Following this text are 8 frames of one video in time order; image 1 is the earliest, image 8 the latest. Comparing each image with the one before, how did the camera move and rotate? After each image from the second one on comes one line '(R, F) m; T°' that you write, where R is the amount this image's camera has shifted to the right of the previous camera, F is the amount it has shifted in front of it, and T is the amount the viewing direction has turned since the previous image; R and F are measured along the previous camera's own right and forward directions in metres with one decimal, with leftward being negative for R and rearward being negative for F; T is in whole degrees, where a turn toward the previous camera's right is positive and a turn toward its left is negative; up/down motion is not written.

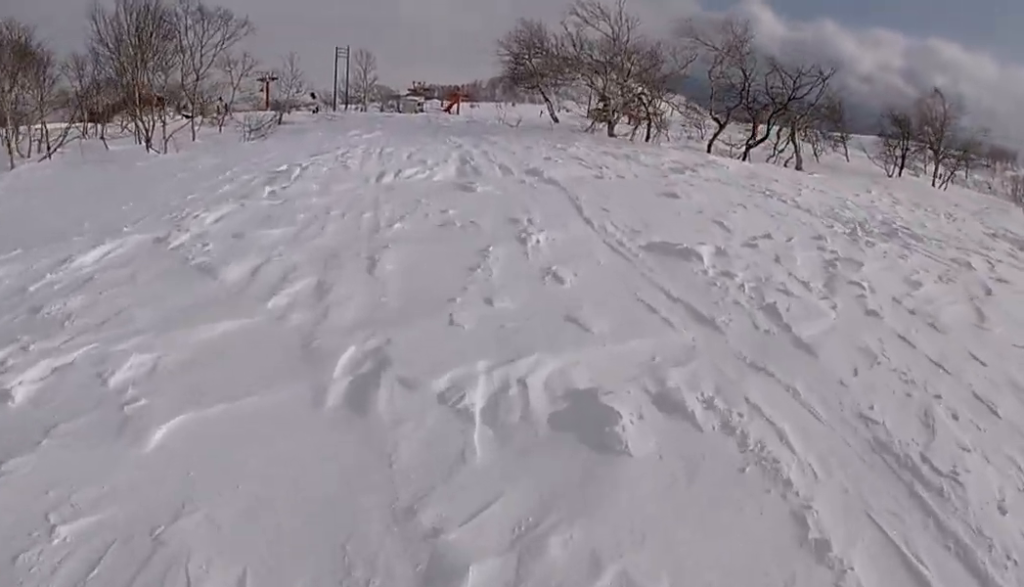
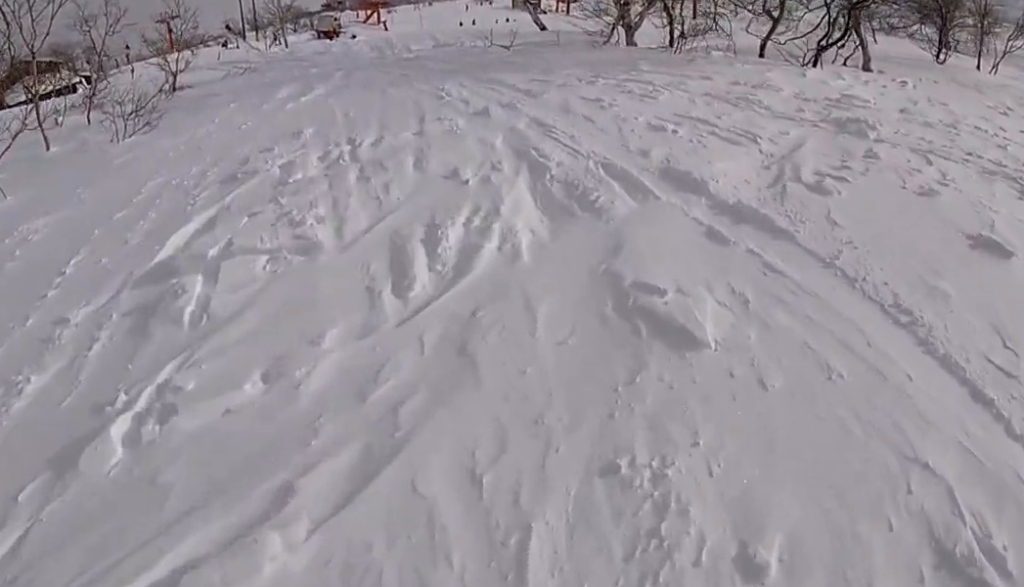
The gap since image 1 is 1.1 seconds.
(+0.5, +6.9) m; -6°
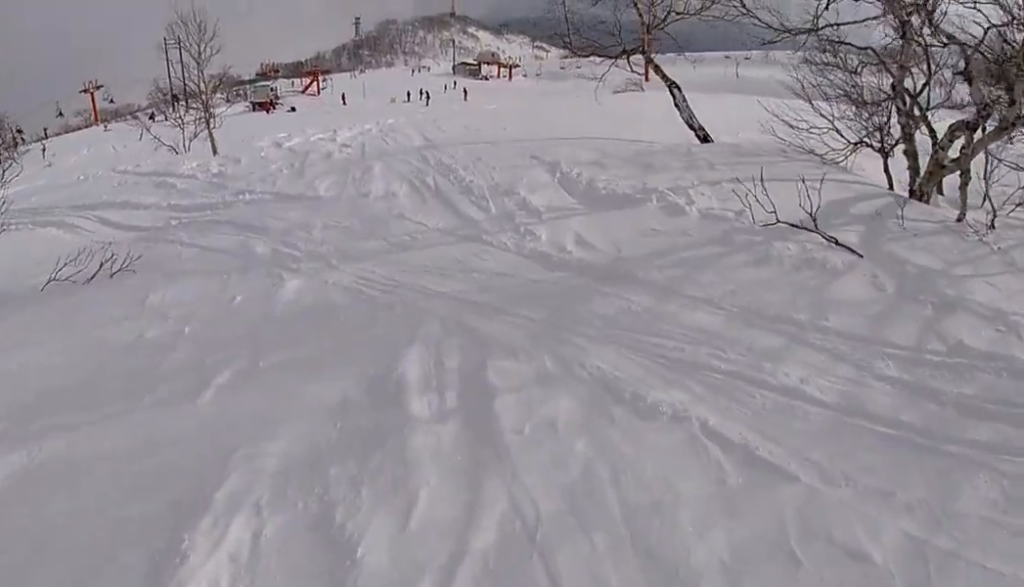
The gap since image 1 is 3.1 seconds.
(-1.8, +11.6) m; -3°
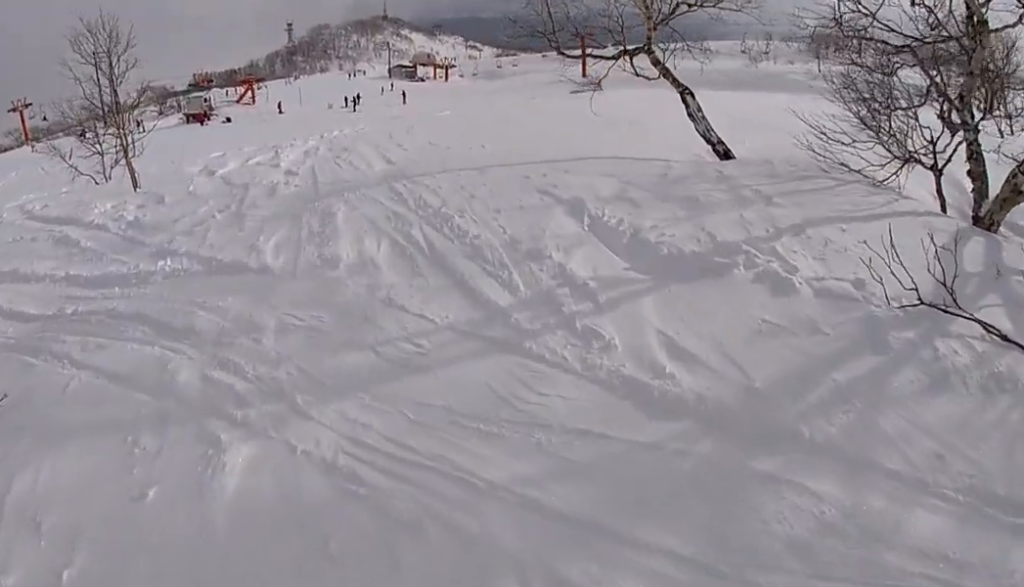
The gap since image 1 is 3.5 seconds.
(+0.1, +2.3) m; +2°
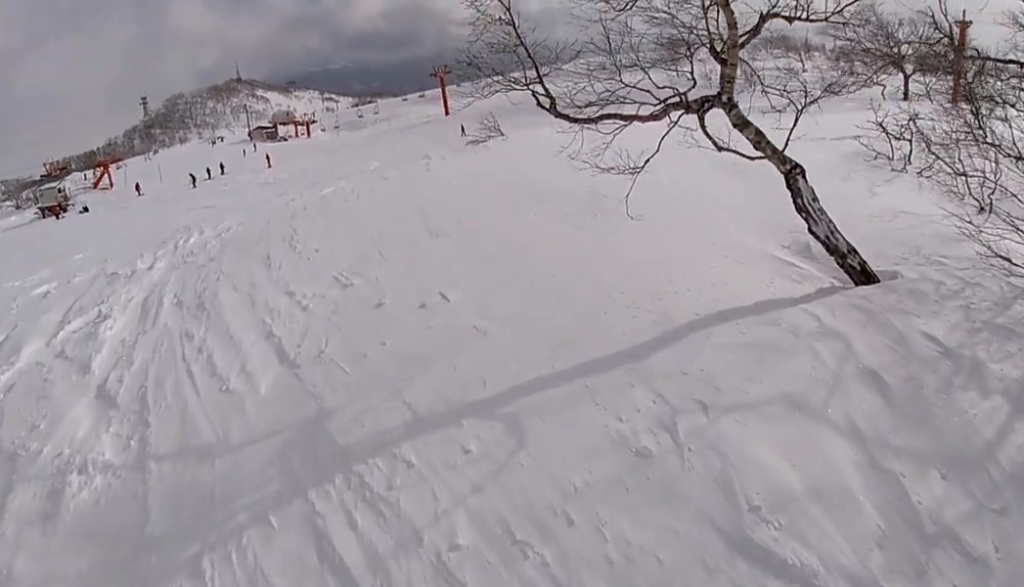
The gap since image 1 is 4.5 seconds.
(0.0, +5.0) m; +1°
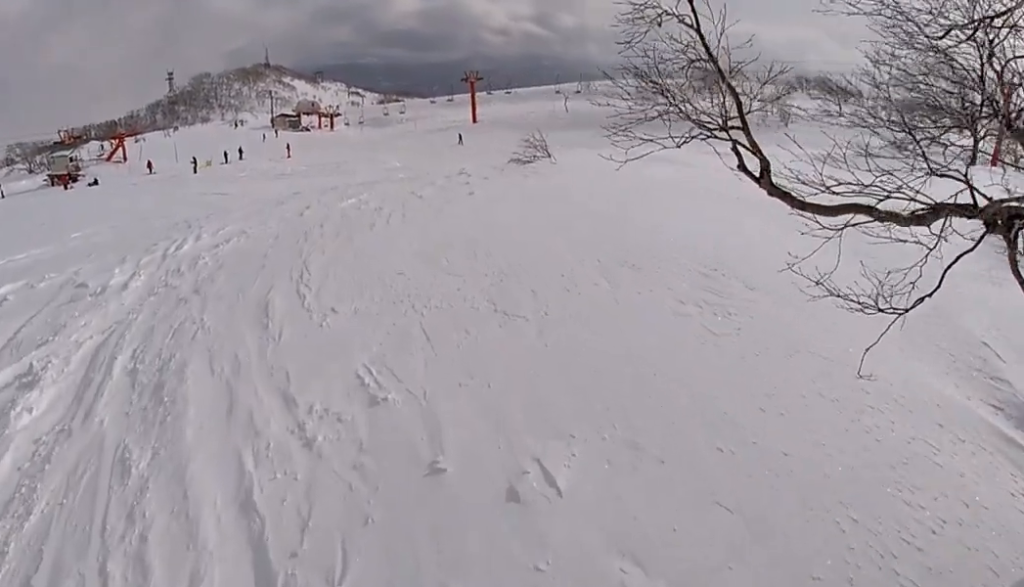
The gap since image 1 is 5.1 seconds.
(-0.1, +2.9) m; +3°
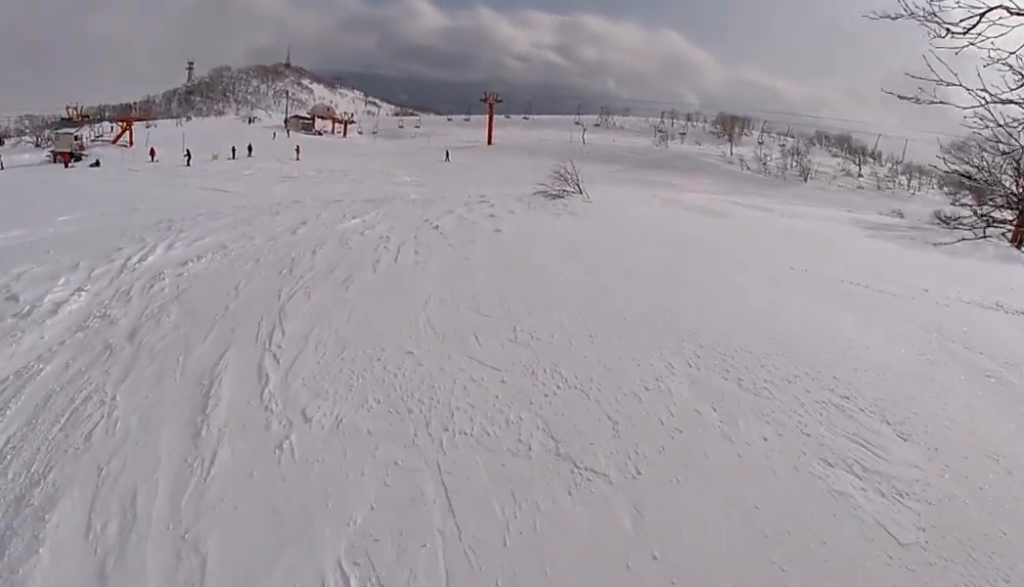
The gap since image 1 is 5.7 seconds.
(+0.1, +2.4) m; +8°
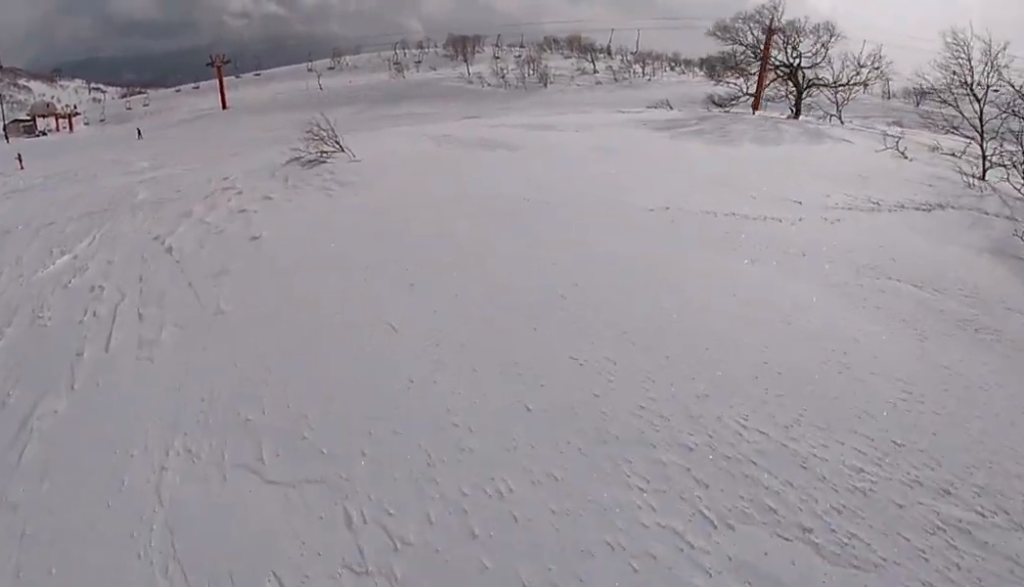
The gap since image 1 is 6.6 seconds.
(+0.4, +3.6) m; +15°
